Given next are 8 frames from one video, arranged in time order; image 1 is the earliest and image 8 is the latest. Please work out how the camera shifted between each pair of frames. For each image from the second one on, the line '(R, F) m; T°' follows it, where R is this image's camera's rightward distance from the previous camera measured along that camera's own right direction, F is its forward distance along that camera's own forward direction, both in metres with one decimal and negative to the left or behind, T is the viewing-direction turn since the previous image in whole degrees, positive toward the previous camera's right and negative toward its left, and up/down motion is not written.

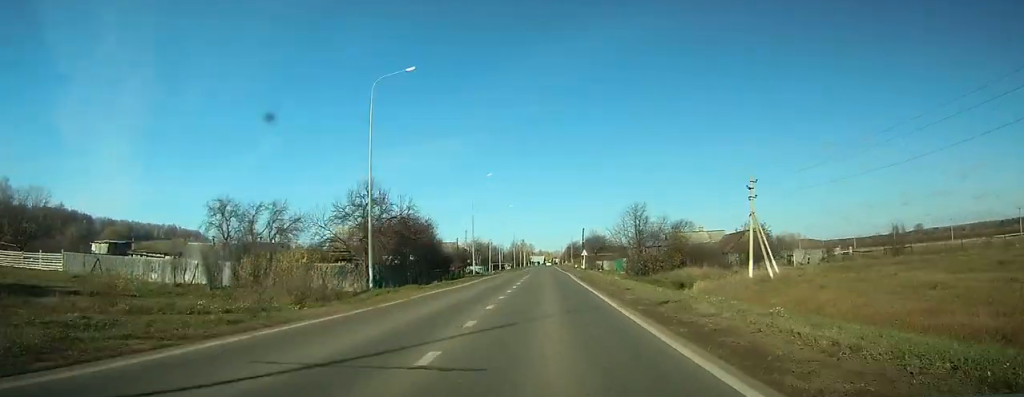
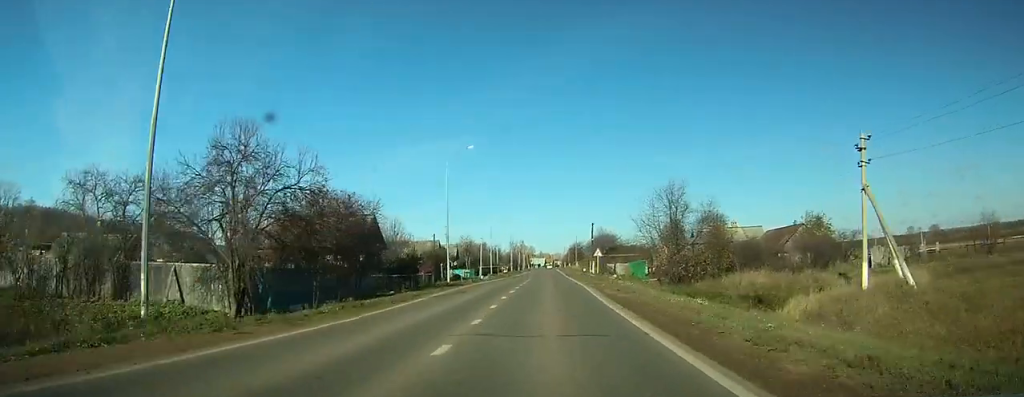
(+0.1, +17.4) m; 0°
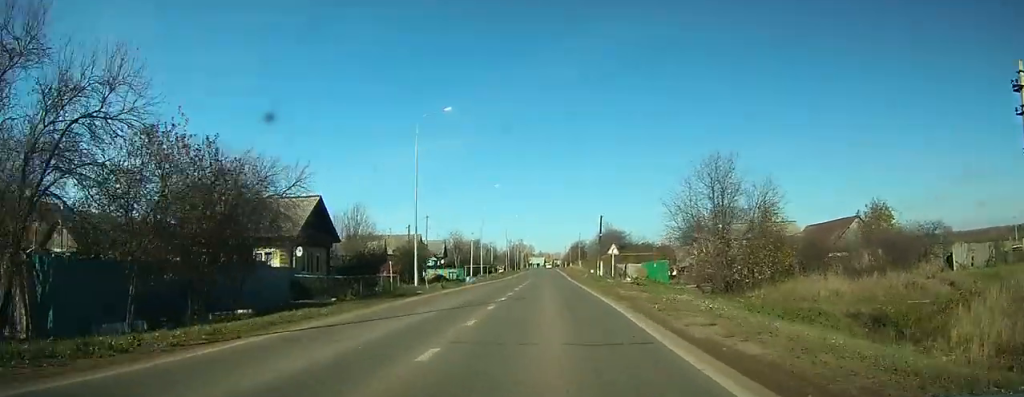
(0.0, +11.7) m; 0°
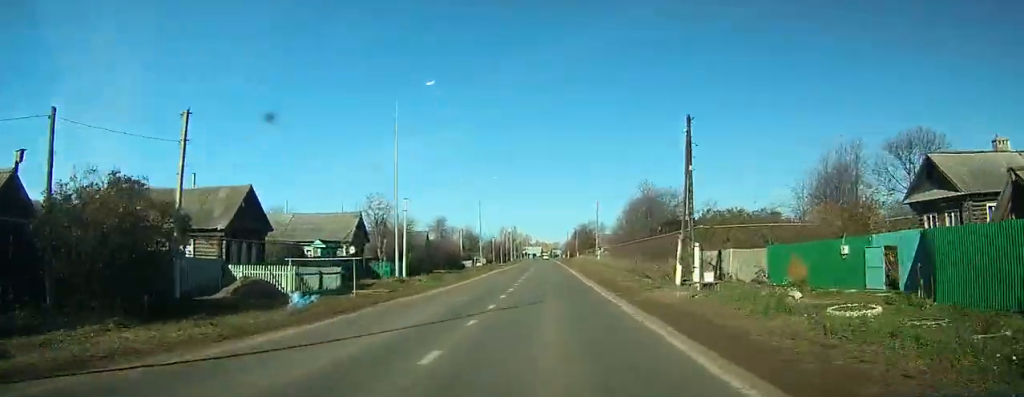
(0.0, +40.1) m; -1°
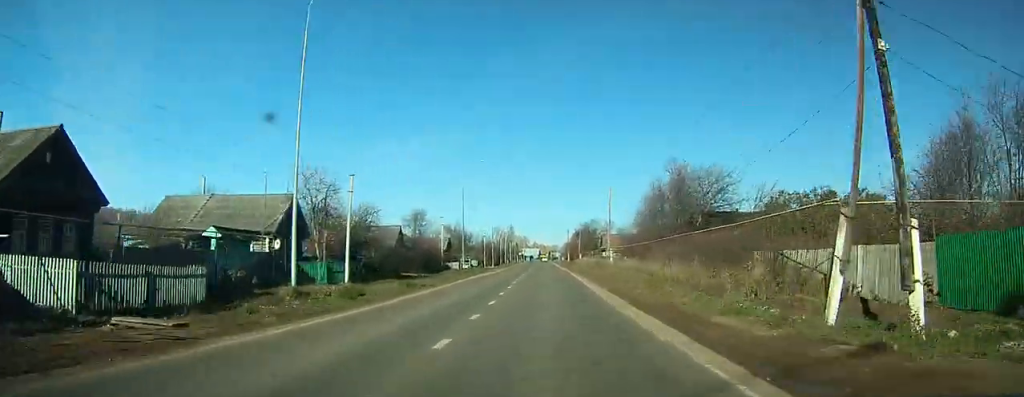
(-0.2, +14.3) m; 0°
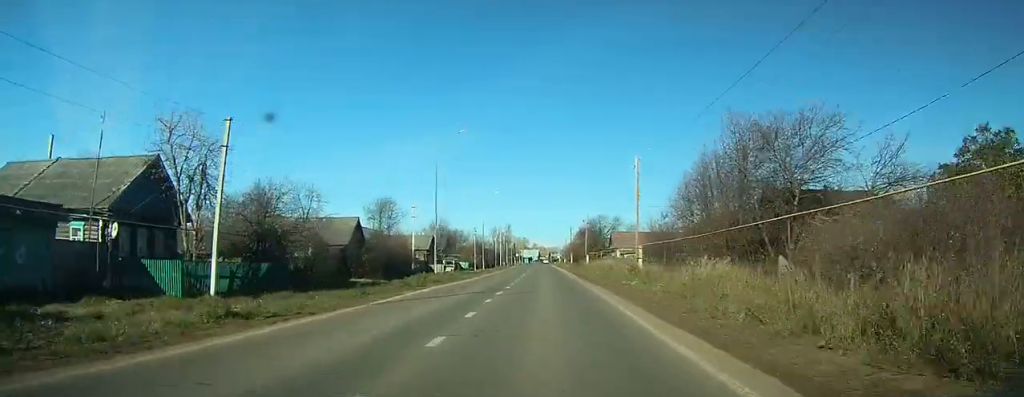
(-0.4, +15.6) m; +1°
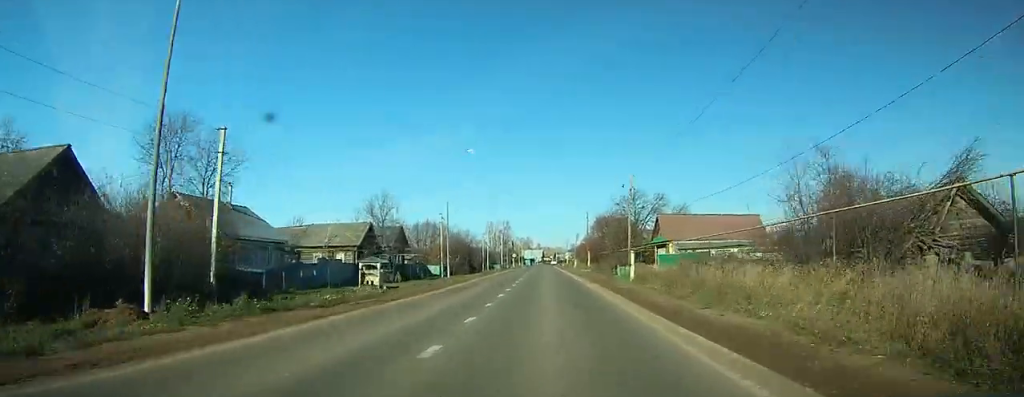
(+1.2, +38.5) m; +1°
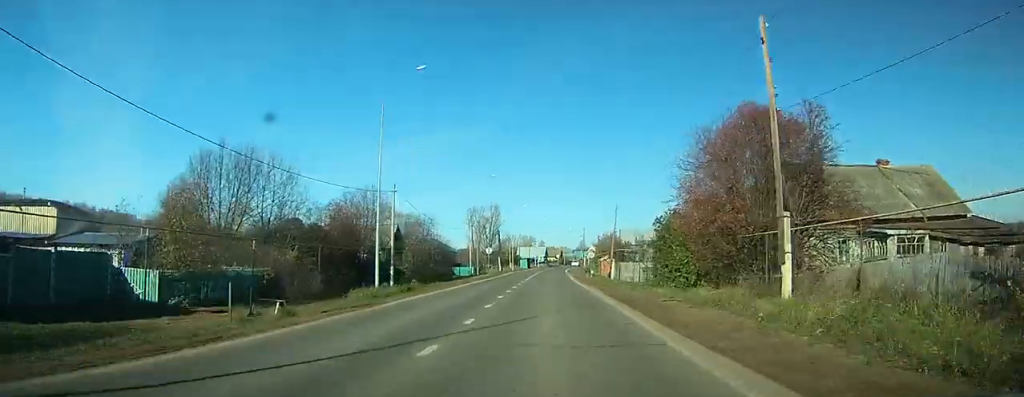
(-2.1, +65.1) m; -1°
